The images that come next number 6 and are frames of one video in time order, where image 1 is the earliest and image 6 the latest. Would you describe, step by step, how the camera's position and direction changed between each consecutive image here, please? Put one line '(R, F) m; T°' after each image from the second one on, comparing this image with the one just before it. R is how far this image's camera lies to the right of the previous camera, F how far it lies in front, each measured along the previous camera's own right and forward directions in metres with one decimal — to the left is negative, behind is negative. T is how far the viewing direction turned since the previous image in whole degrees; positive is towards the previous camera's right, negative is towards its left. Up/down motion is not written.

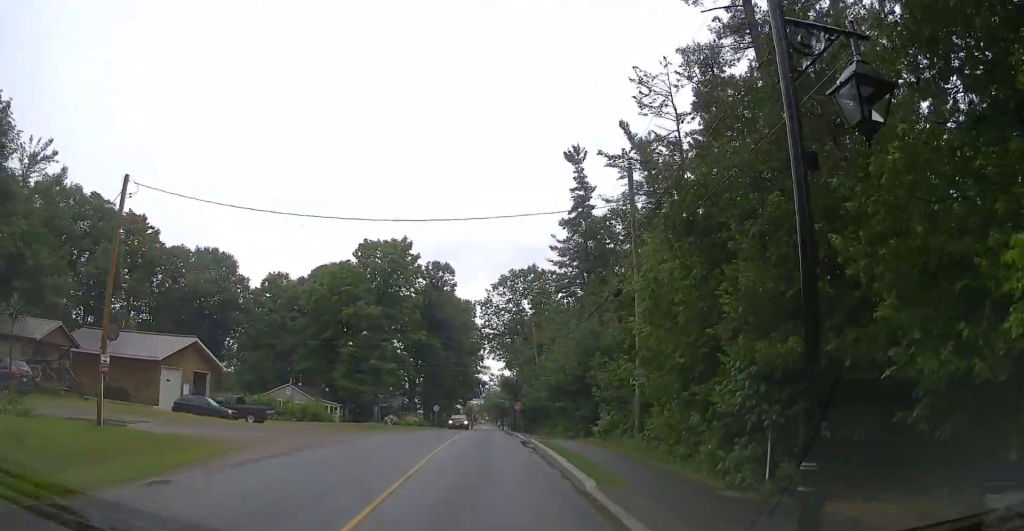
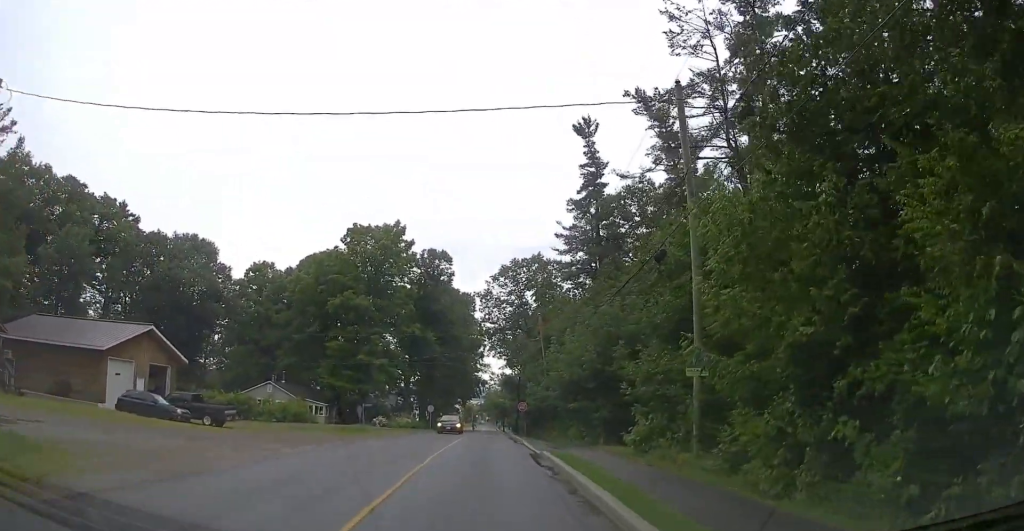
(+0.3, +6.8) m; +3°
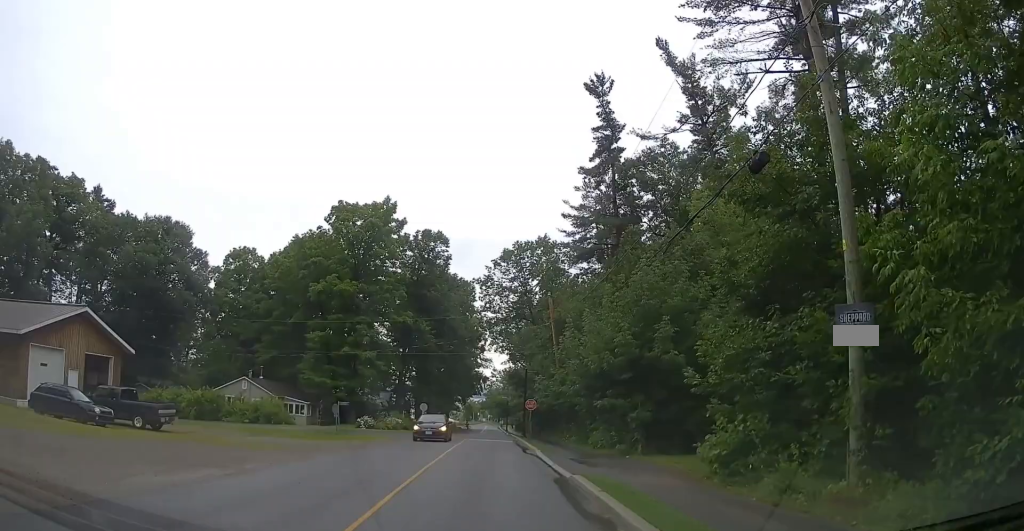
(+0.2, +8.0) m; +1°
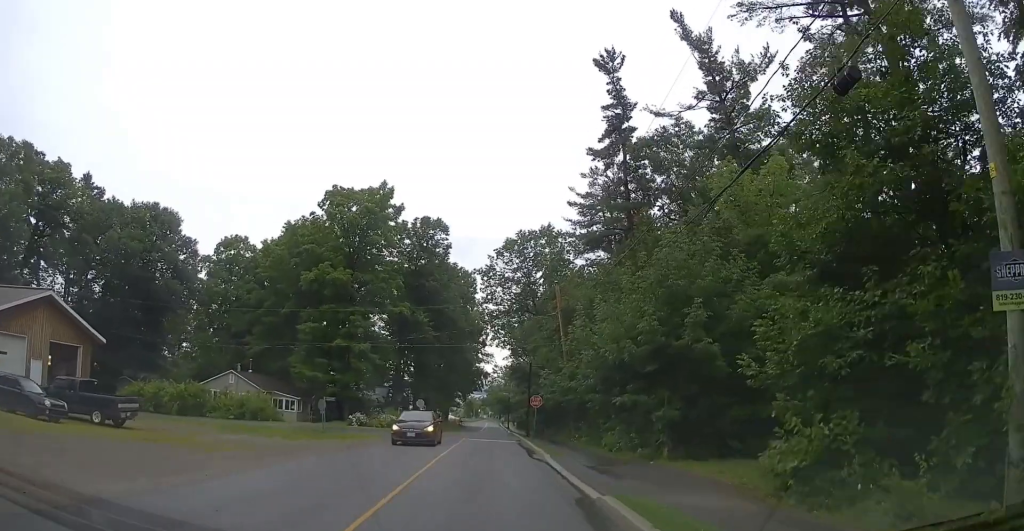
(0.0, +3.7) m; 0°
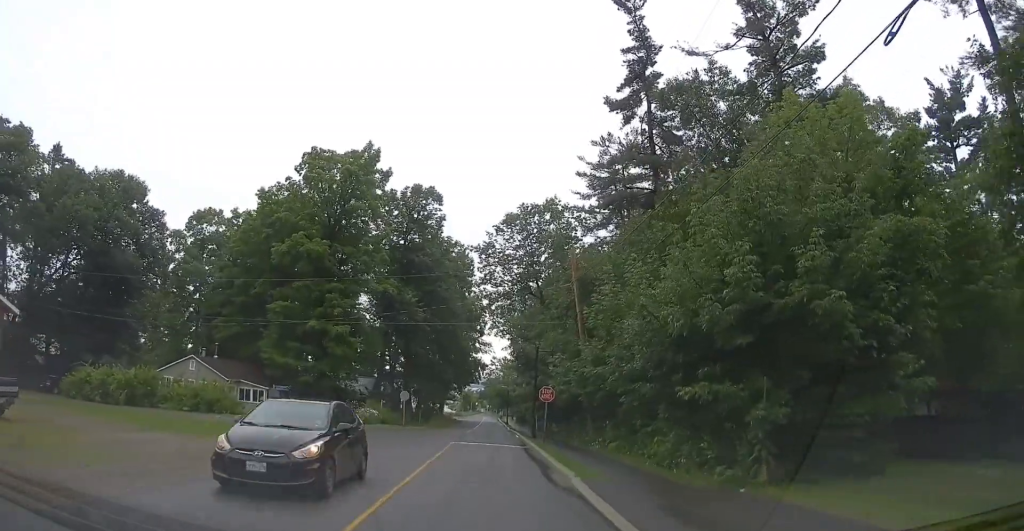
(-0.1, +8.4) m; -2°
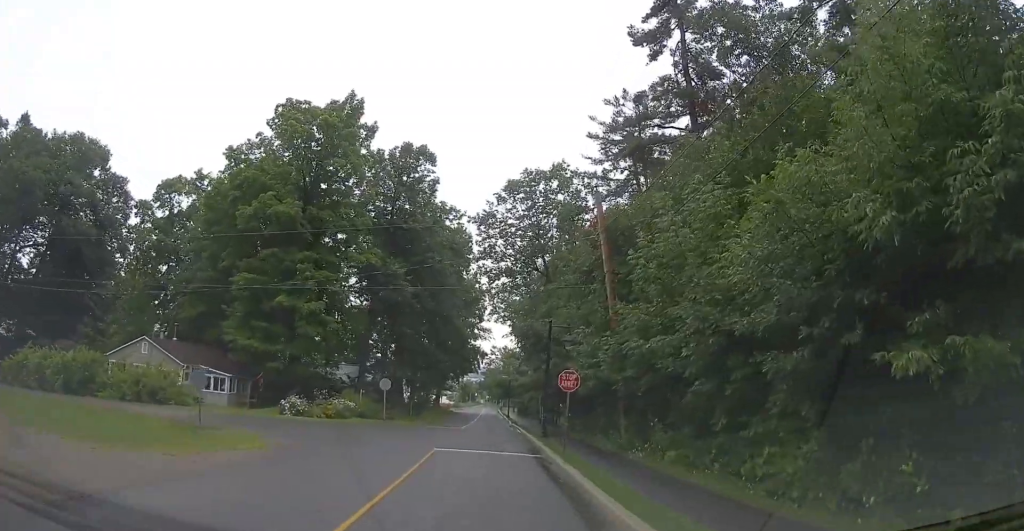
(-0.1, +8.6) m; 0°
